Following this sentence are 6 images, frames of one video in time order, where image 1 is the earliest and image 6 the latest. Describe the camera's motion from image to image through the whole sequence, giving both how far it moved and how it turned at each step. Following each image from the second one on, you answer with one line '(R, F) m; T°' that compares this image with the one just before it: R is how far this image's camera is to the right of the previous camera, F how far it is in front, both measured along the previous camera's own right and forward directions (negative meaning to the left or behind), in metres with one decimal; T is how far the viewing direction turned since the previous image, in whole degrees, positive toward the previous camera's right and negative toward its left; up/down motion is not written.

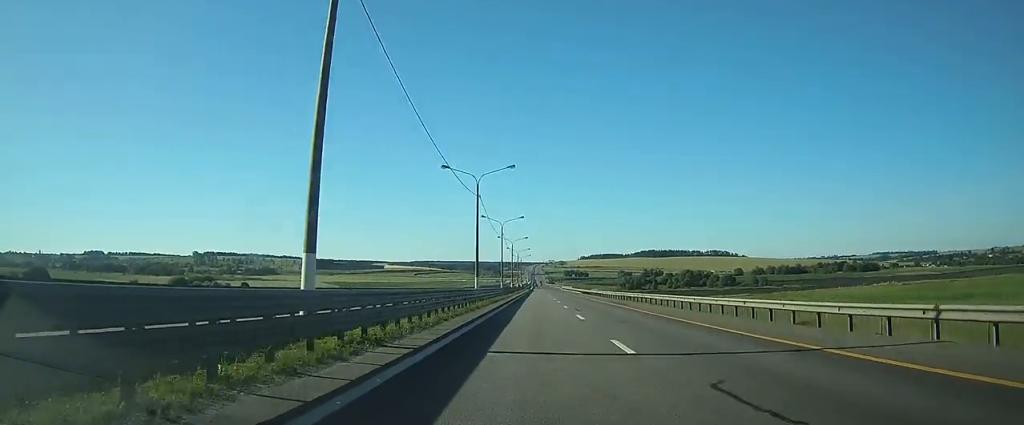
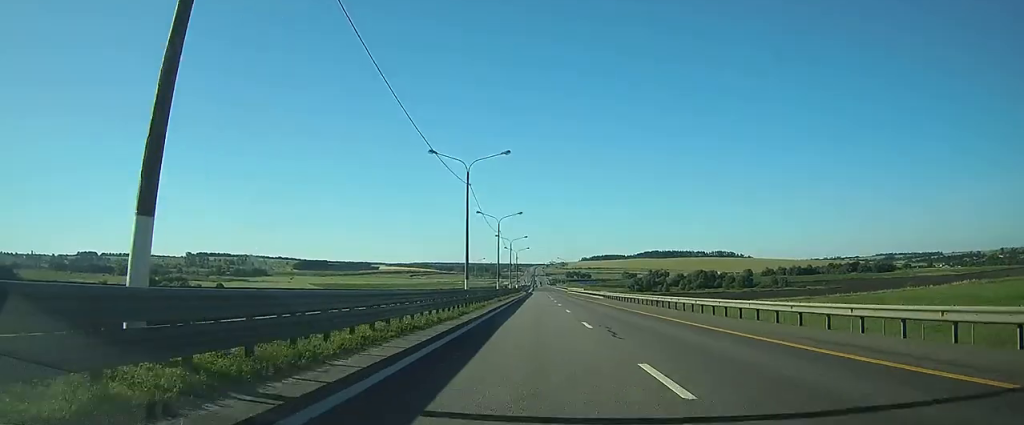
(0.0, +41.1) m; 0°
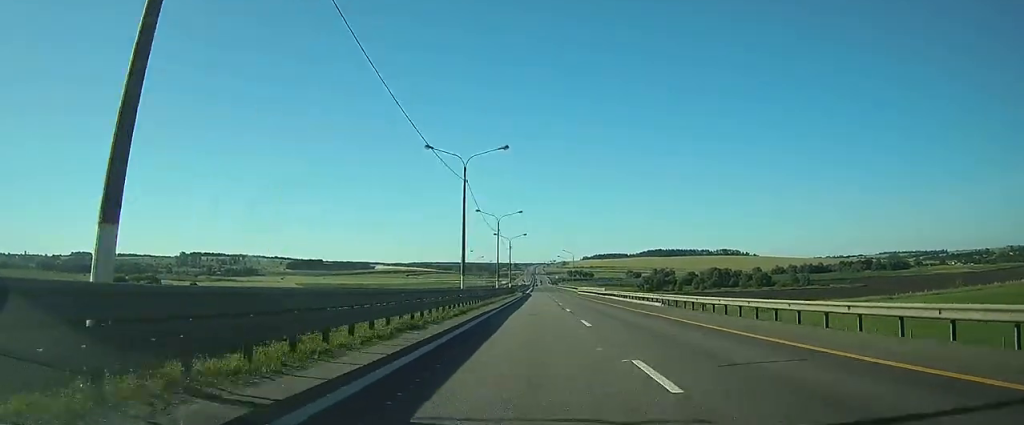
(0.0, +36.2) m; 0°
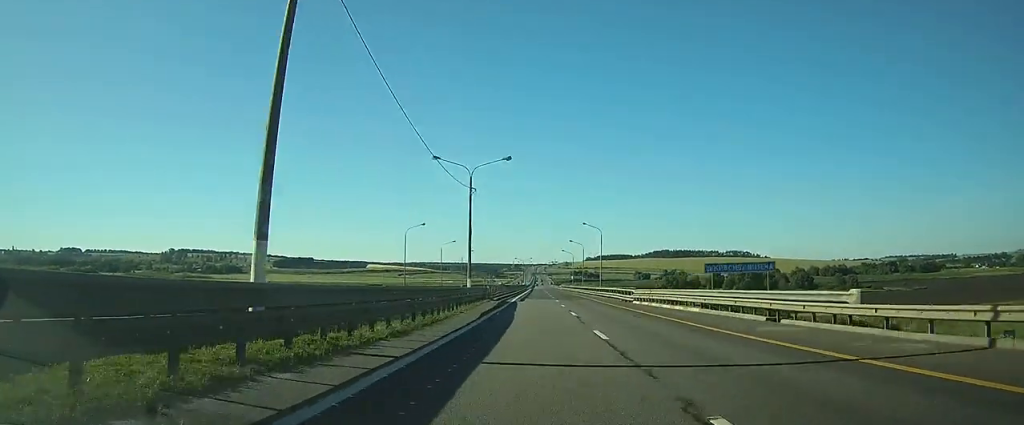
(+0.1, +65.4) m; 0°
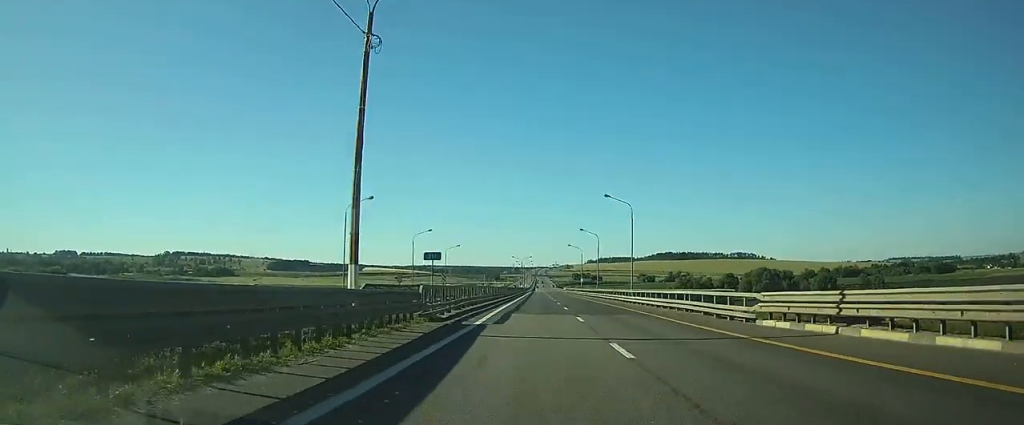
(0.0, +28.2) m; 0°
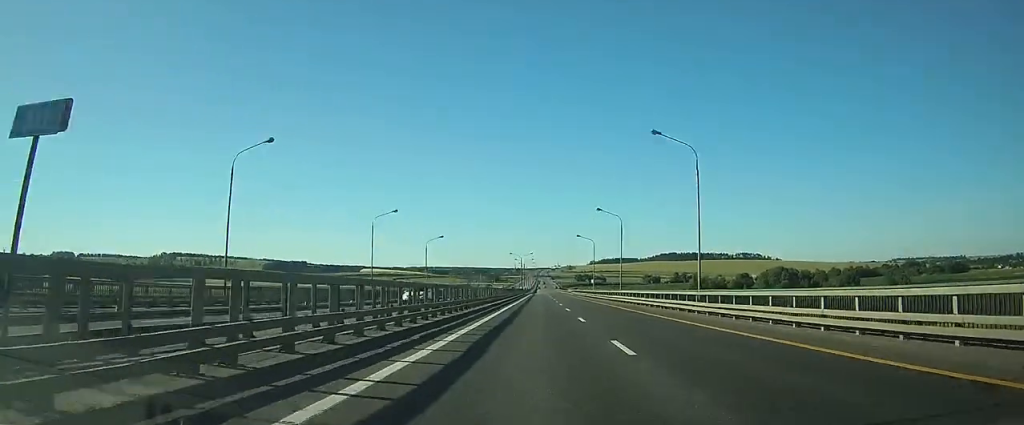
(0.0, +24.1) m; 0°
